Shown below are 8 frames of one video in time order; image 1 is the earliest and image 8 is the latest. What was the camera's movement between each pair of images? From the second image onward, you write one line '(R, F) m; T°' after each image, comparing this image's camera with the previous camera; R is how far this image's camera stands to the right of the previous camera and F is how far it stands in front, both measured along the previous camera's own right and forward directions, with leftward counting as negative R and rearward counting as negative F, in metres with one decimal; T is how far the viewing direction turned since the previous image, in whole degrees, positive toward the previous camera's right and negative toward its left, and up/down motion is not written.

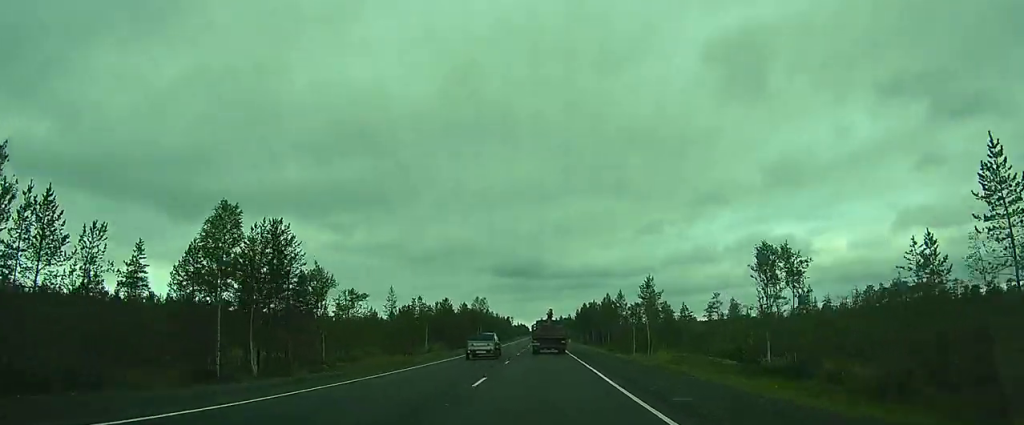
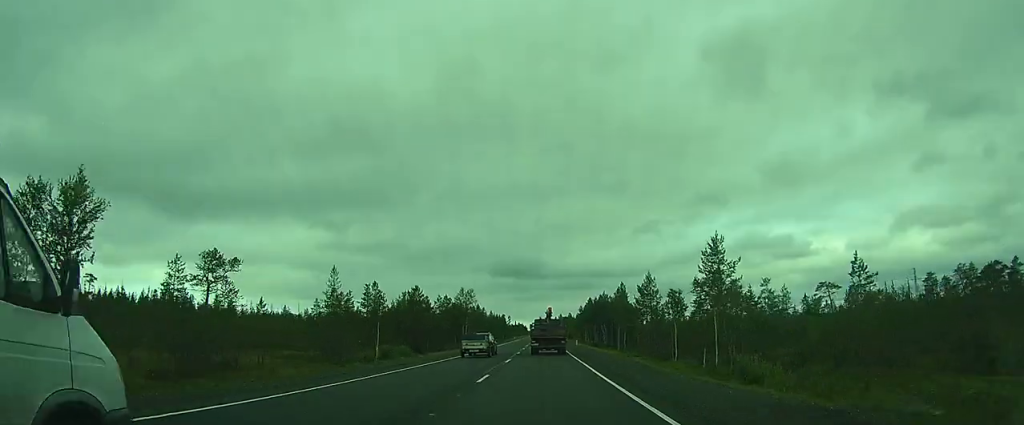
(+0.5, +21.4) m; +1°
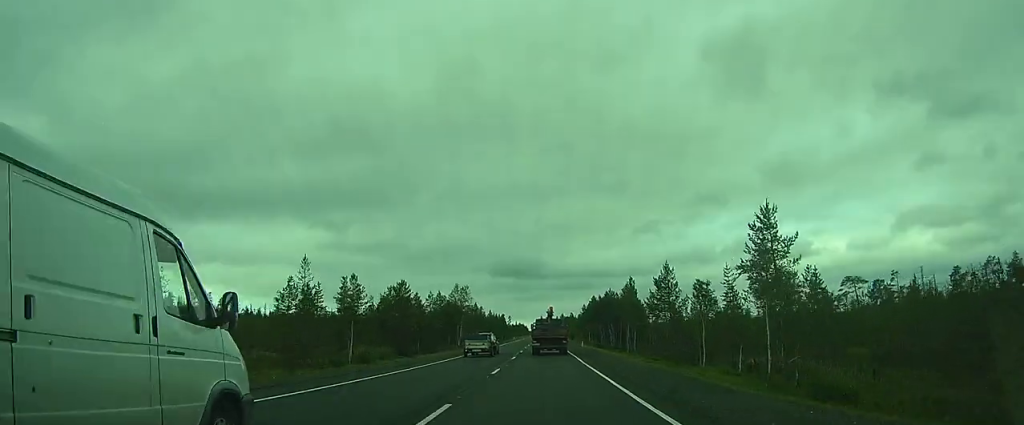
(+0.2, +7.5) m; 0°
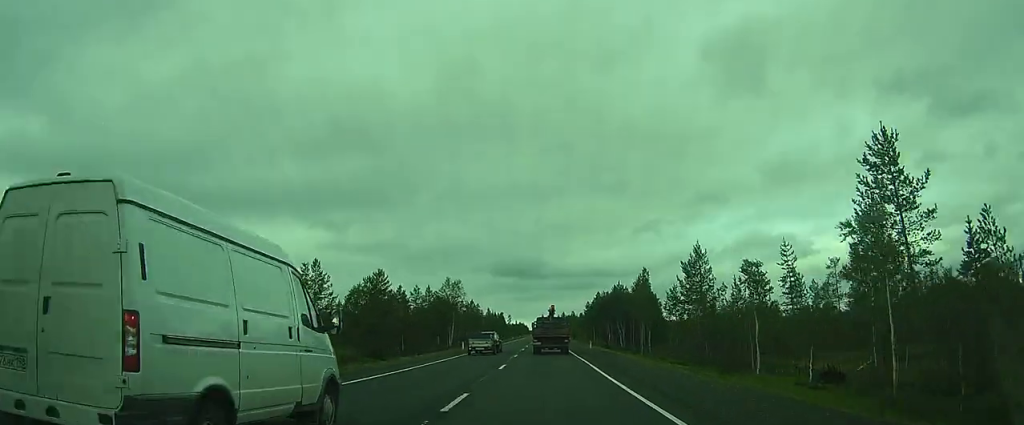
(-0.3, +9.4) m; -1°
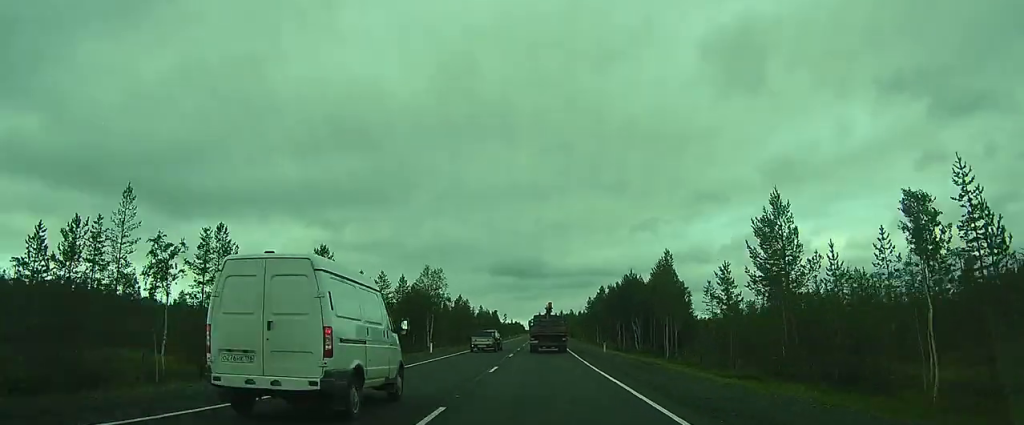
(-0.3, +13.7) m; -1°
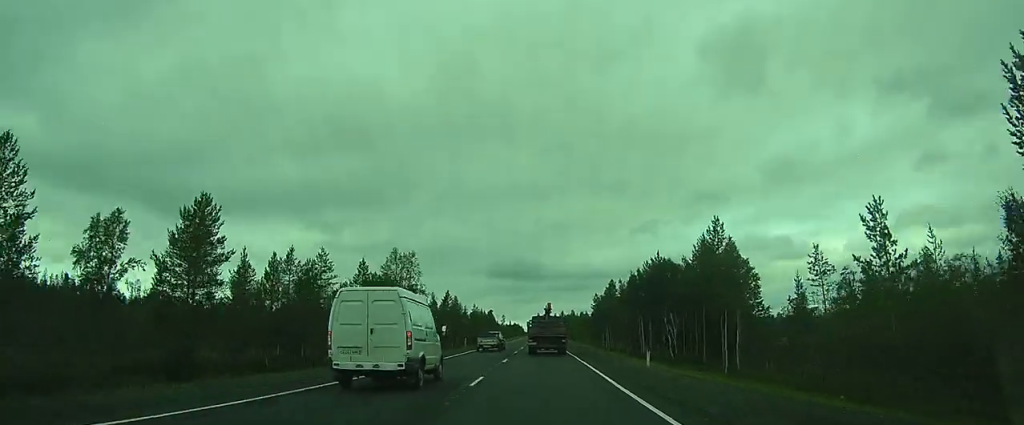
(0.0, +15.6) m; +1°
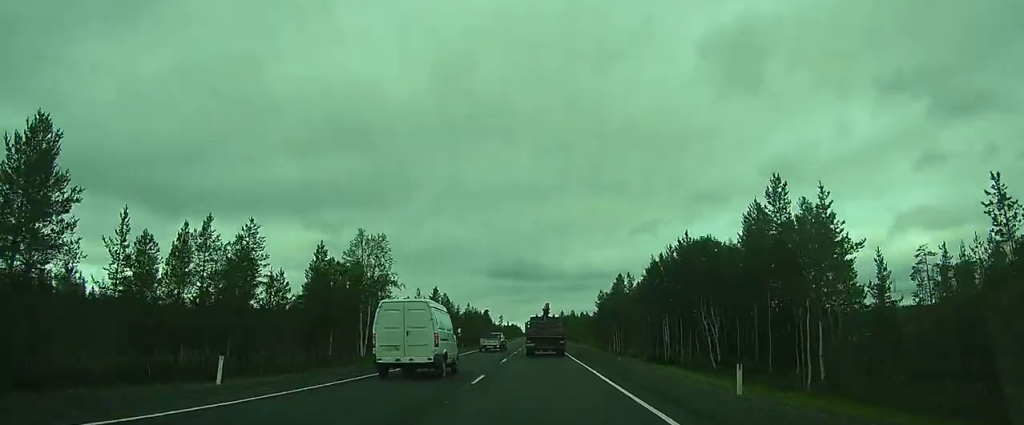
(+0.2, +10.6) m; +1°
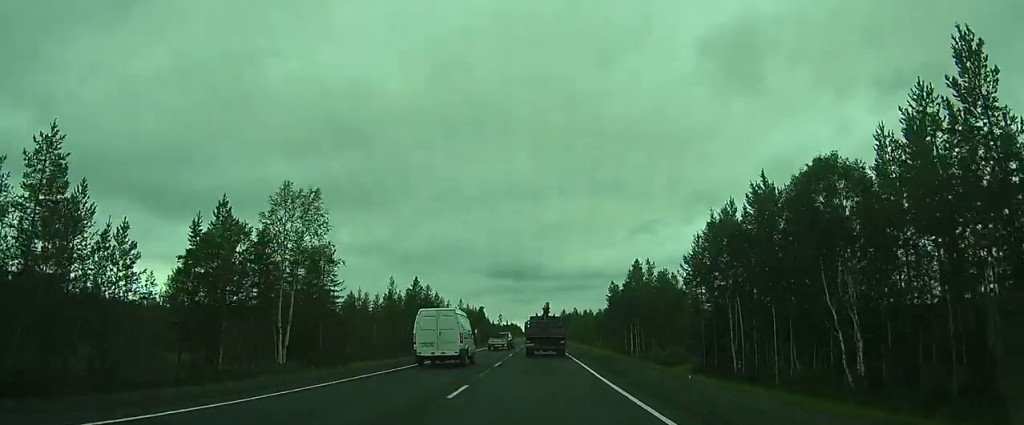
(+0.2, +15.0) m; +1°
